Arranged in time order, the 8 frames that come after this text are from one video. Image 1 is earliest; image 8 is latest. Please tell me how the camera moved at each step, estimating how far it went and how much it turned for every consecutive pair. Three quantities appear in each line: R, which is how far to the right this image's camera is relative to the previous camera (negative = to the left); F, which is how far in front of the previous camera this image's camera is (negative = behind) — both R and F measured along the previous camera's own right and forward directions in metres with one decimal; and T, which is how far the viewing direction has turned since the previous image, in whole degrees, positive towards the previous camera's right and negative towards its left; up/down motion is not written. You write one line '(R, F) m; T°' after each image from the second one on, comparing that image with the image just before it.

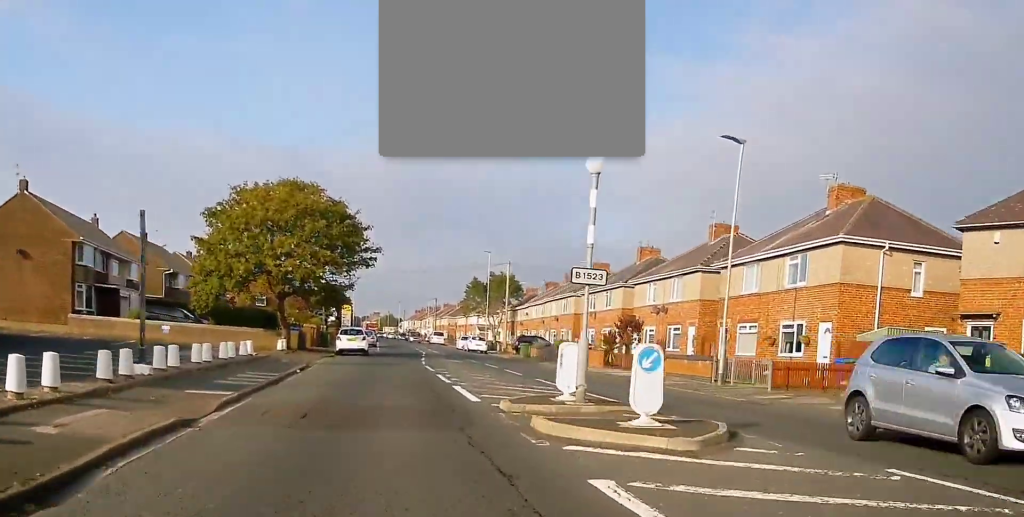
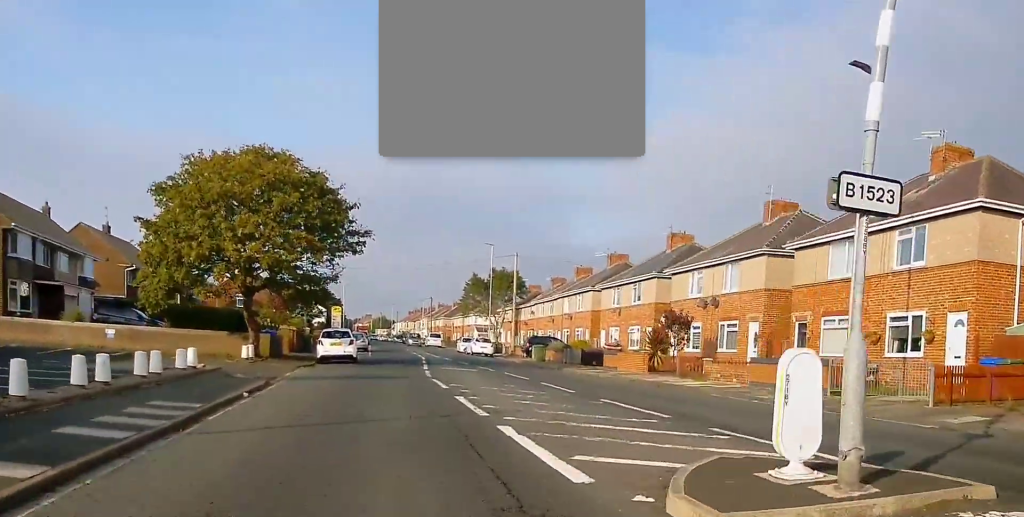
(-0.4, +8.2) m; 0°
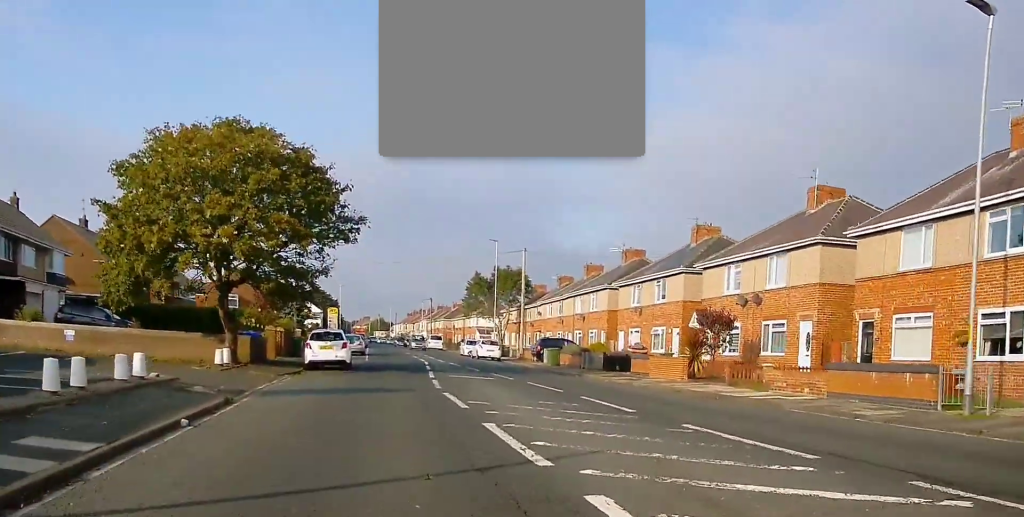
(+0.3, +4.8) m; 0°
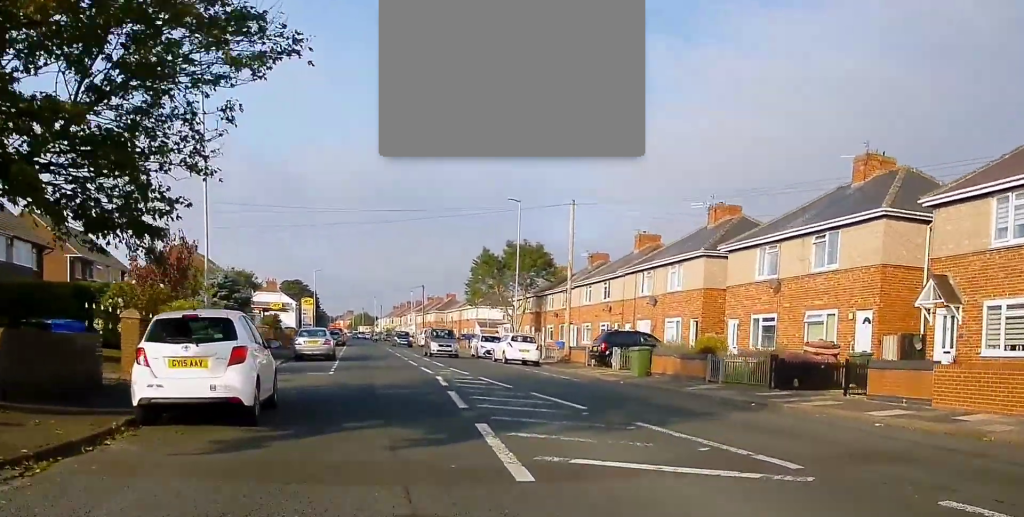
(-0.2, +19.0) m; -1°
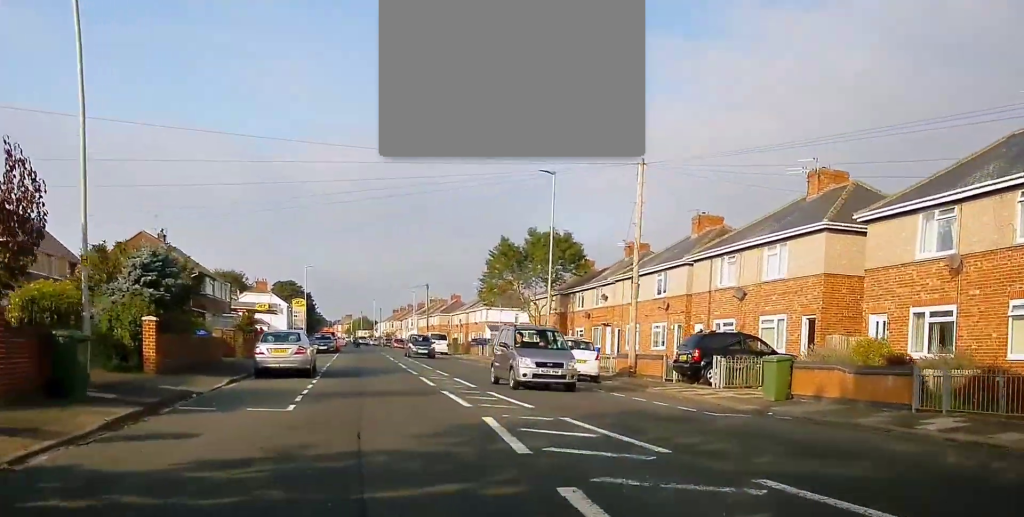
(0.0, +10.5) m; 0°
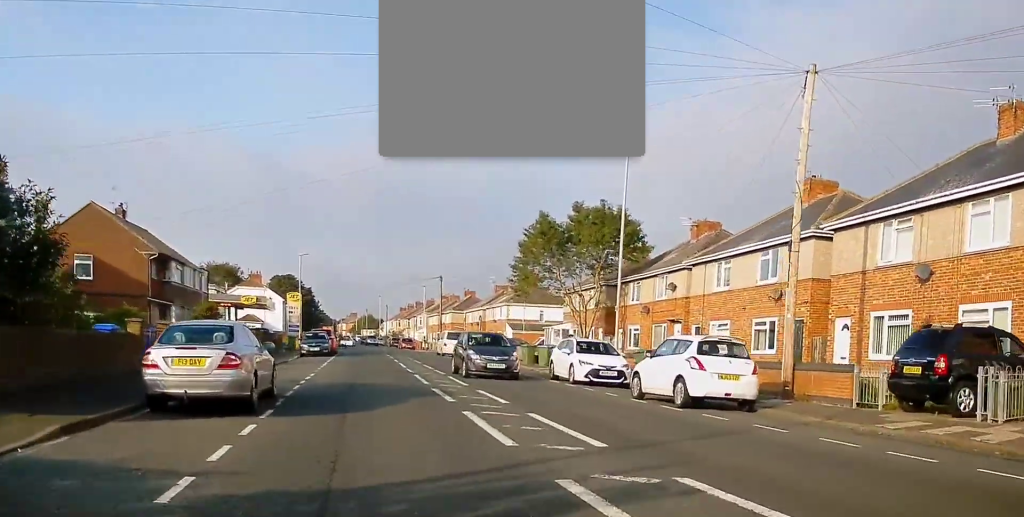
(+0.1, +11.2) m; +1°
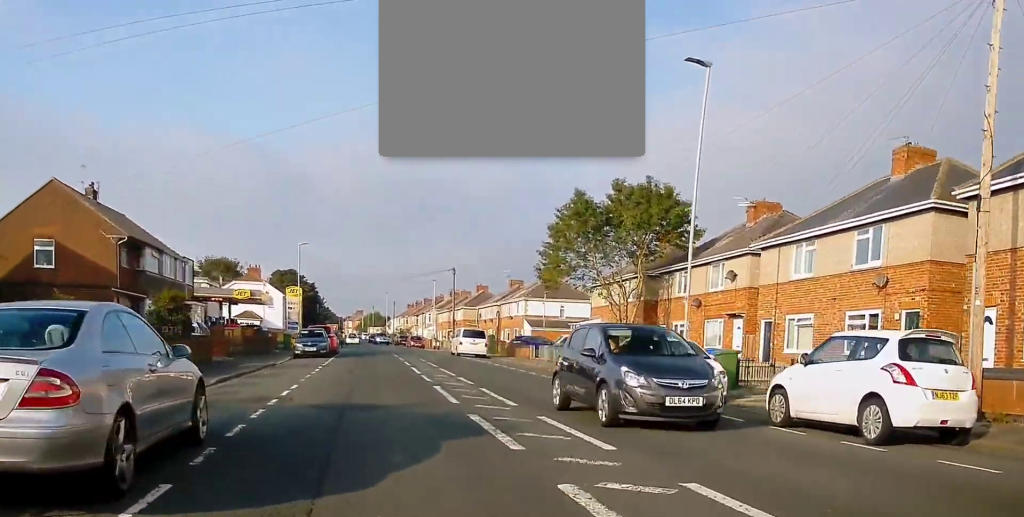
(0.0, +6.6) m; 0°
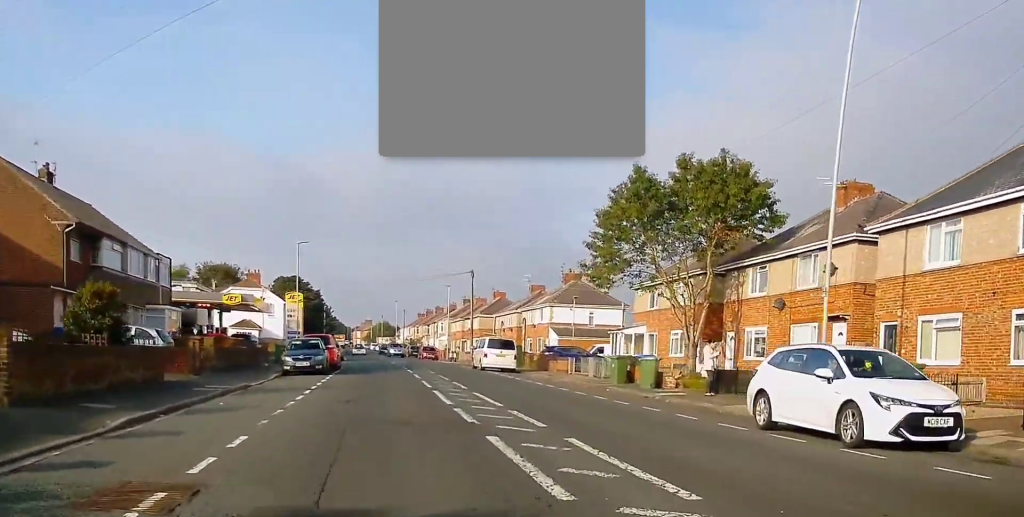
(-0.2, +7.9) m; 0°
